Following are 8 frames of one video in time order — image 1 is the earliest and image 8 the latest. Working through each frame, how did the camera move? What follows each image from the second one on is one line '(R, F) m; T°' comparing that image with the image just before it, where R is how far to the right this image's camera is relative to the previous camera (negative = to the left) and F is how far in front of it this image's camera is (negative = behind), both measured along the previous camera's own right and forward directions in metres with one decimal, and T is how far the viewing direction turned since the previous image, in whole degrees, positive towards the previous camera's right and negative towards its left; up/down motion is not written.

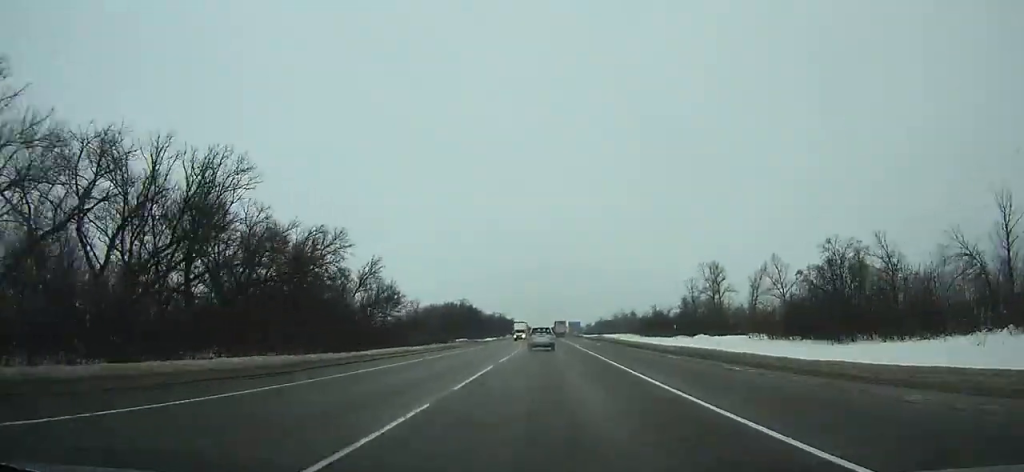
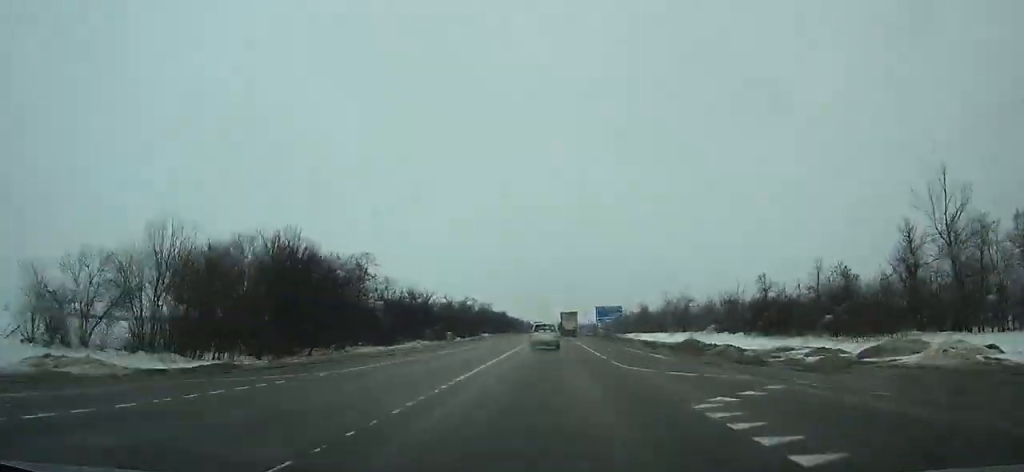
(-0.2, +113.6) m; 0°
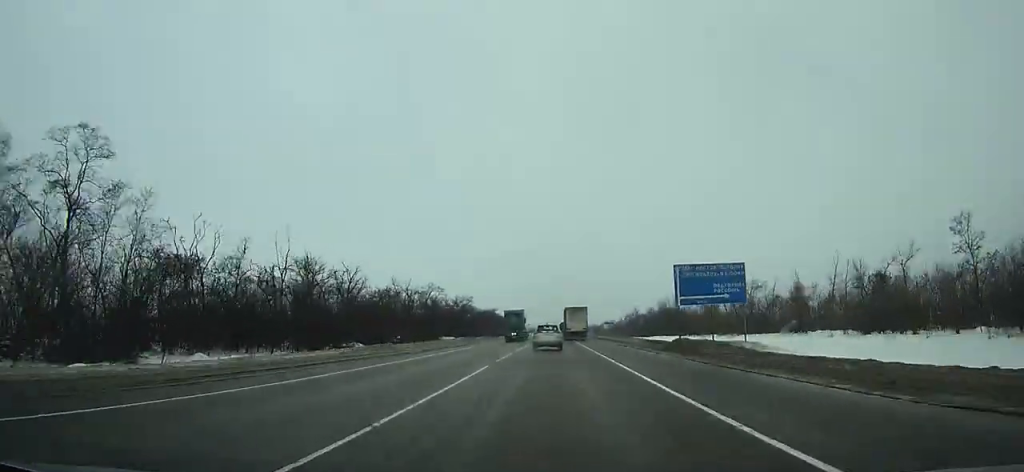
(-0.1, +63.0) m; 0°
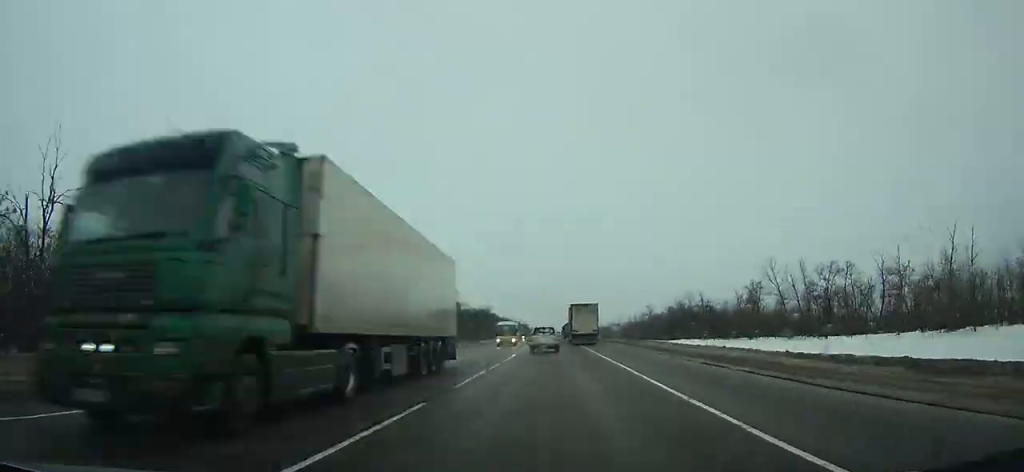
(0.0, +39.0) m; 0°
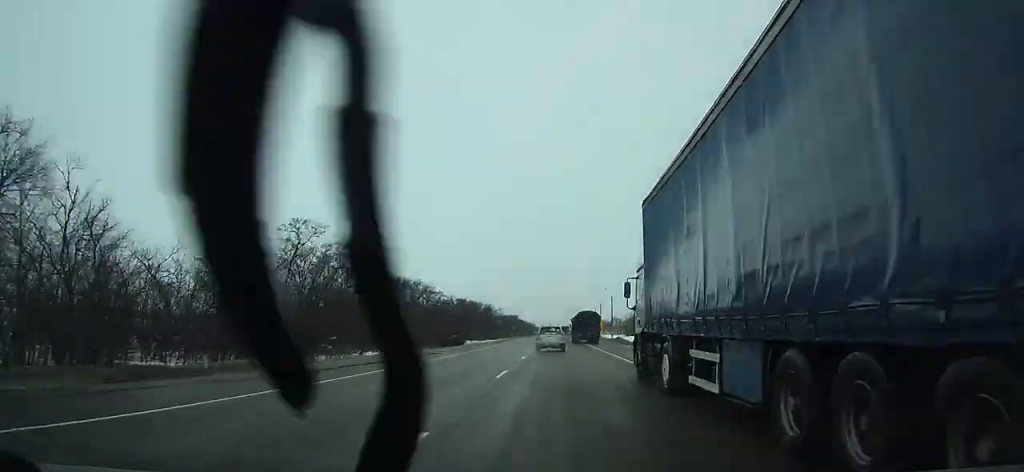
(+6.7, +194.4) m; +5°
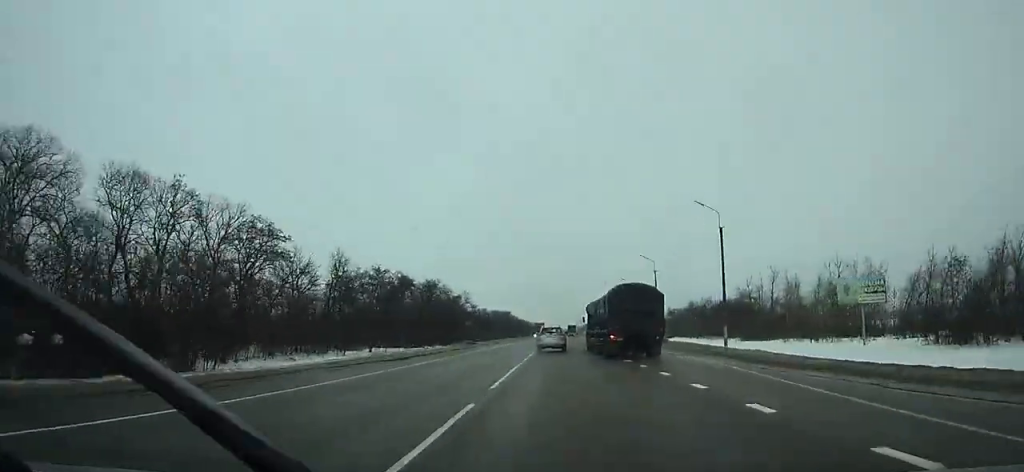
(+2.1, +100.0) m; -3°
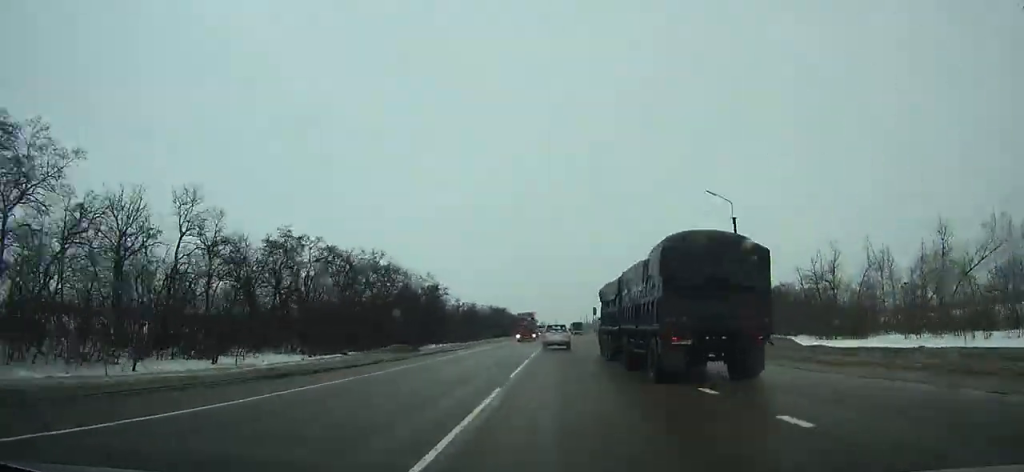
(+0.7, +32.3) m; -4°
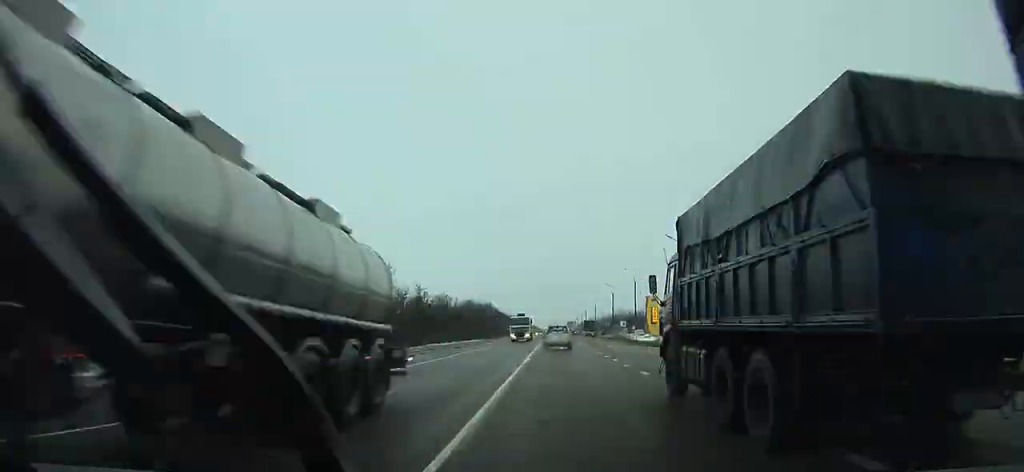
(-2.4, +35.4) m; -4°
